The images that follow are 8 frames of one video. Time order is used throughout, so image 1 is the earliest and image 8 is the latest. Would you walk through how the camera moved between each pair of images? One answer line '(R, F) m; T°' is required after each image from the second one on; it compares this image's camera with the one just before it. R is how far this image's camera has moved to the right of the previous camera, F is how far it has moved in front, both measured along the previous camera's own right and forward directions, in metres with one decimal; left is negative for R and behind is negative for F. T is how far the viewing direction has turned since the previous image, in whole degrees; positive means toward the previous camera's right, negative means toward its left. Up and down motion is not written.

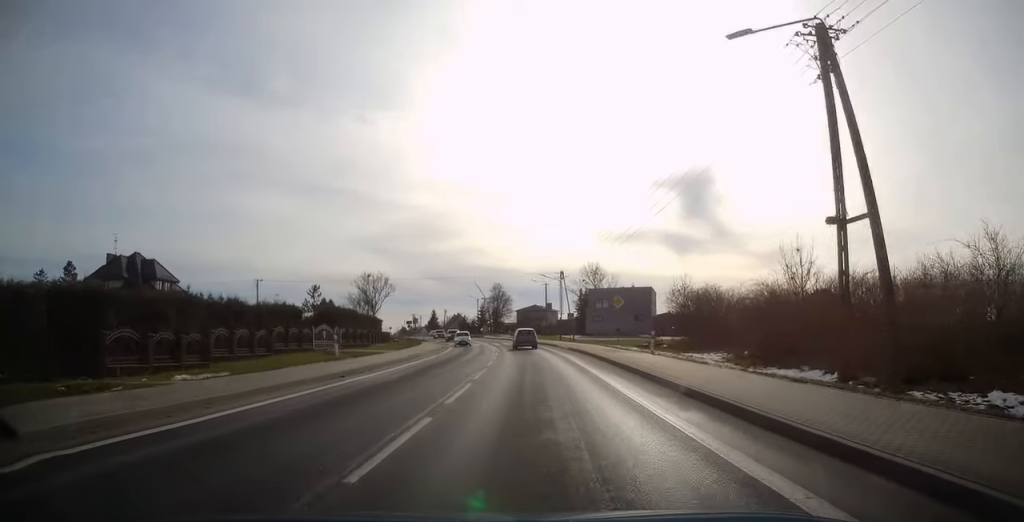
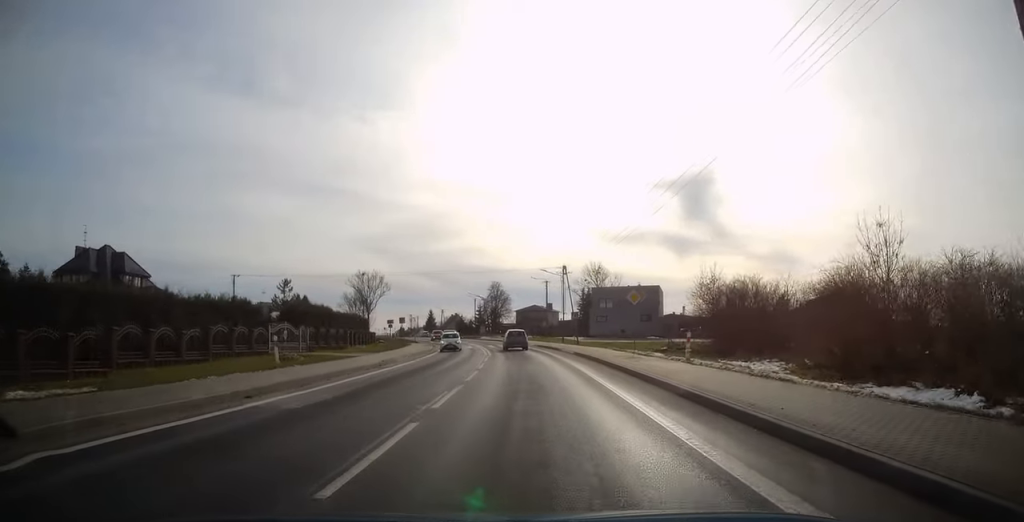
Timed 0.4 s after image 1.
(0.0, +6.6) m; 0°
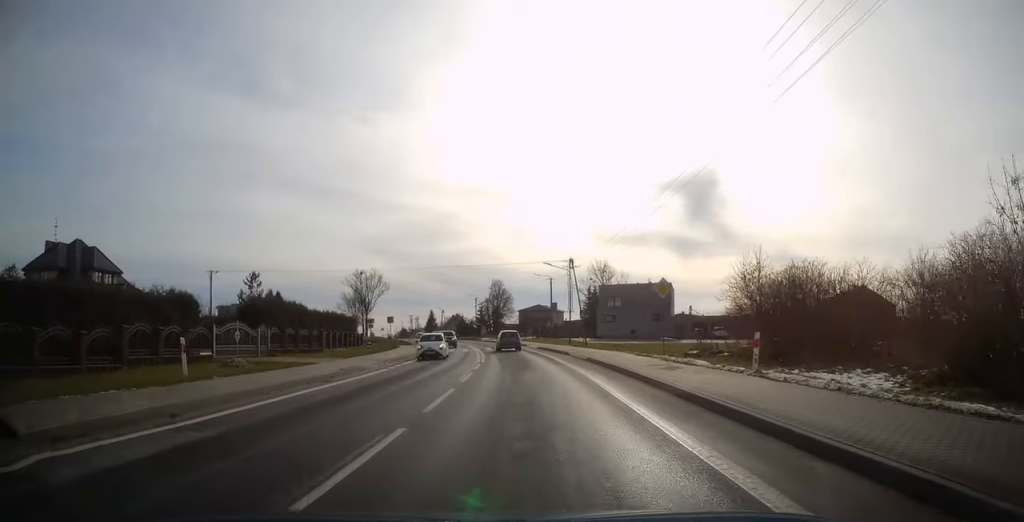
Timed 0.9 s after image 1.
(0.0, +6.3) m; 0°
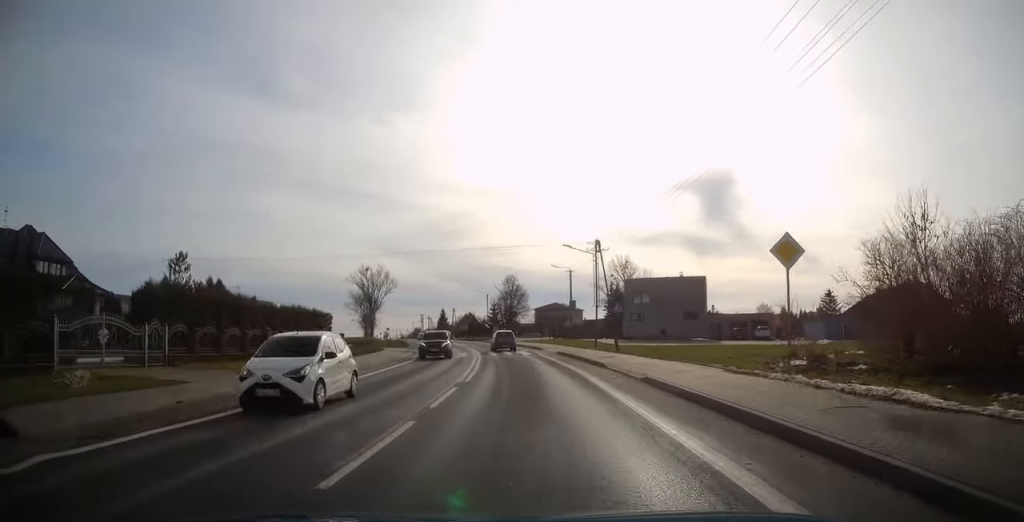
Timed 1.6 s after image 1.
(0.0, +11.1) m; -1°
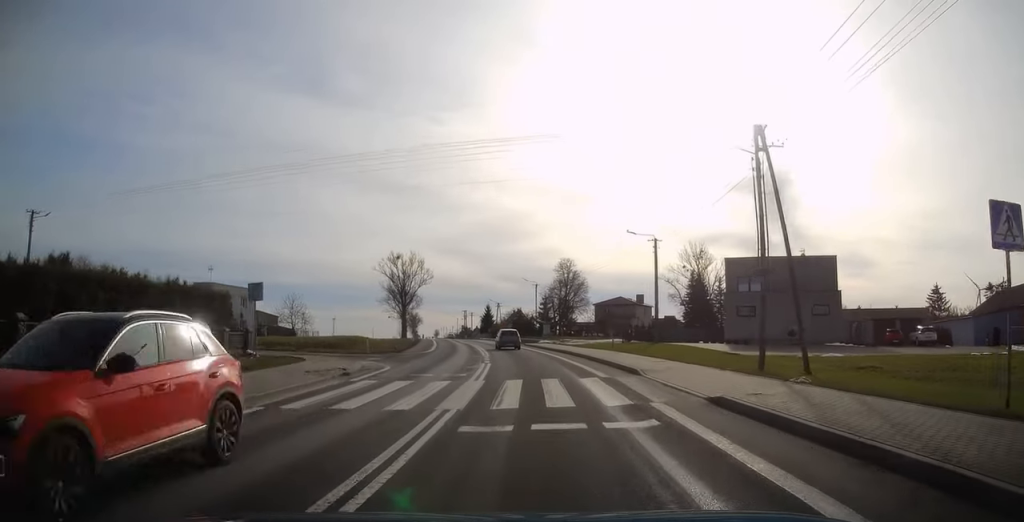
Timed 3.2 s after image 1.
(-0.8, +24.6) m; -4°
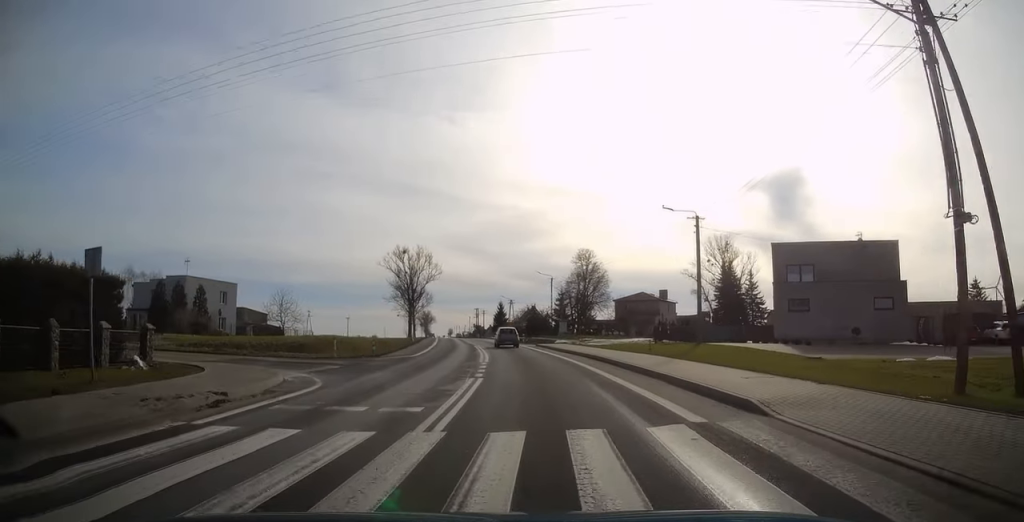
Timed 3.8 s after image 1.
(-0.1, +8.9) m; -1°
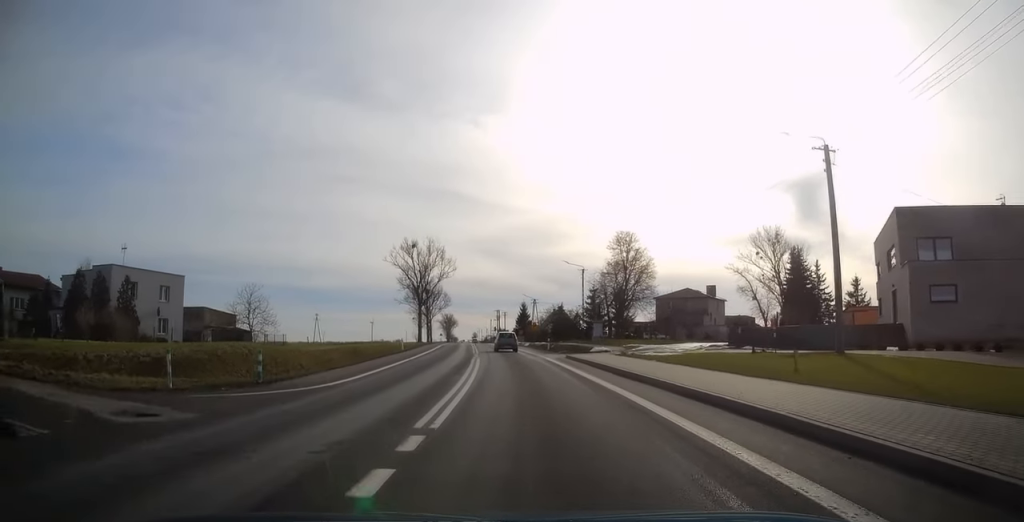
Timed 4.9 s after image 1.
(-0.3, +16.1) m; -3°
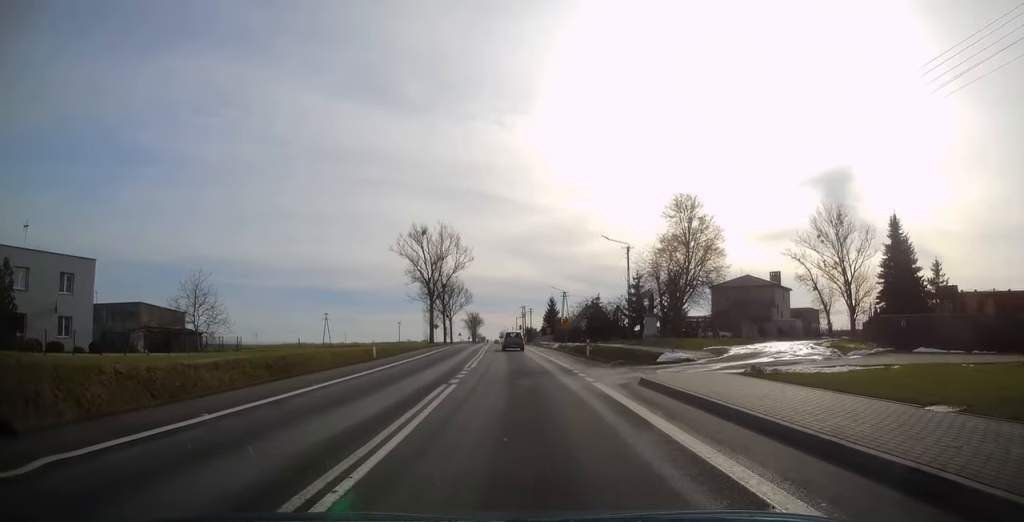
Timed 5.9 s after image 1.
(-0.3, +16.4) m; -3°
